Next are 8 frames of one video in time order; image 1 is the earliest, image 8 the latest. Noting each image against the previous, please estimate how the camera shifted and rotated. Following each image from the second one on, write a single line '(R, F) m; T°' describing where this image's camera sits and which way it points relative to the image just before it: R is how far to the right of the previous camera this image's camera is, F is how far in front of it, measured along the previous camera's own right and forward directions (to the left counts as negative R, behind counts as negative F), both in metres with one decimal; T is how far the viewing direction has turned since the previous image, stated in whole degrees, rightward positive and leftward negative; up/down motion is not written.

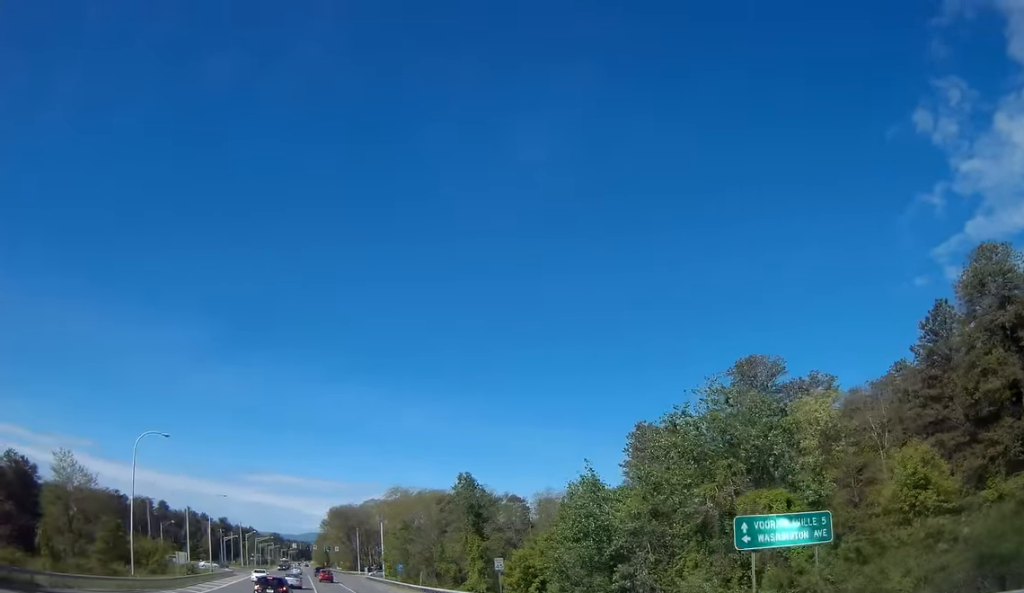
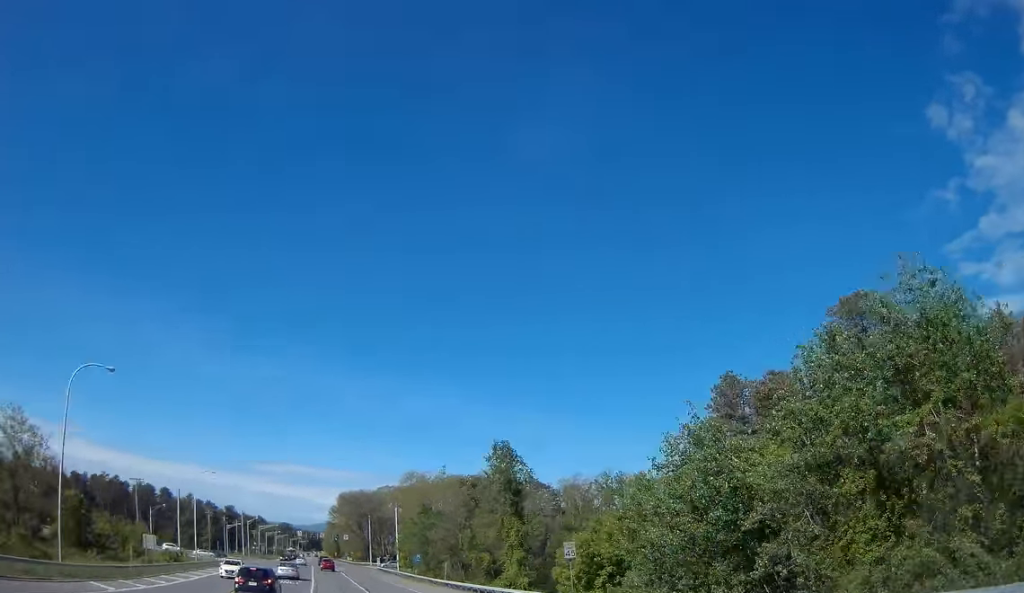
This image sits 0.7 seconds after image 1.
(+0.1, +12.8) m; 0°
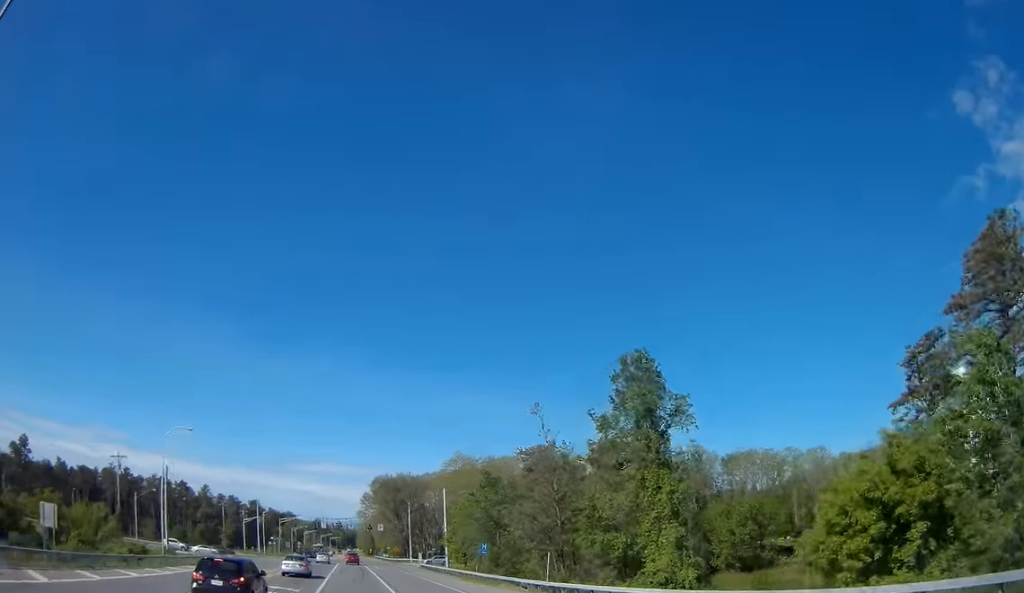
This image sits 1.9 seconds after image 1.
(-0.4, +22.5) m; -2°
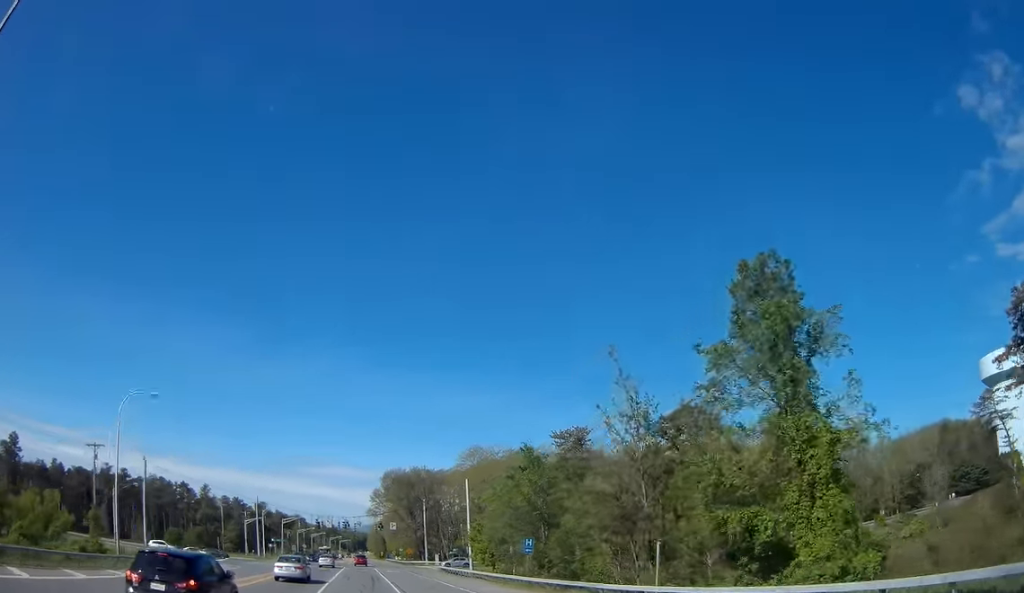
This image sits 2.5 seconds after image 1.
(0.0, +11.7) m; -2°
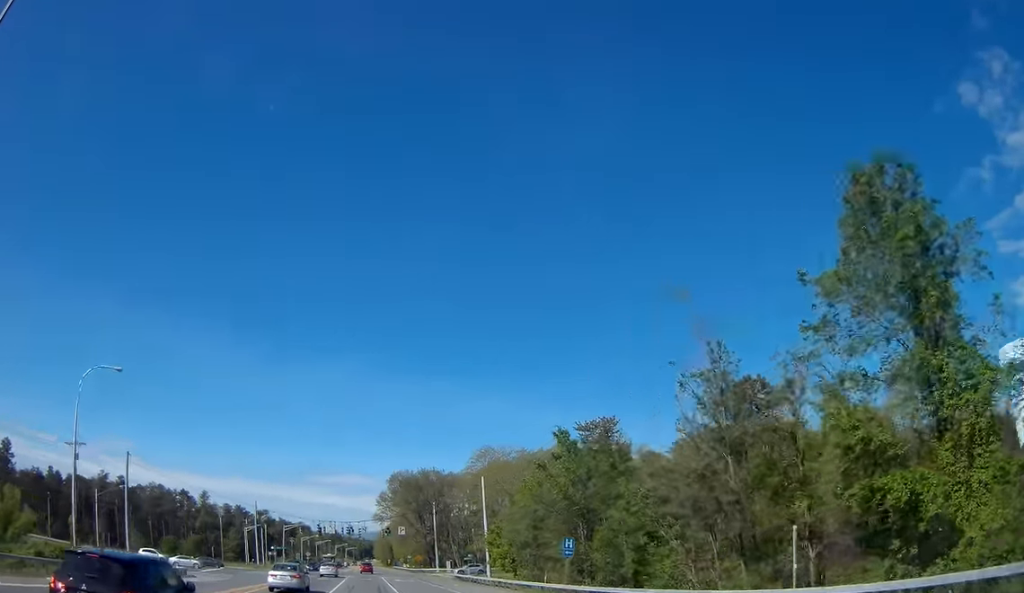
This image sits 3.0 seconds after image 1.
(-0.2, +7.1) m; -1°
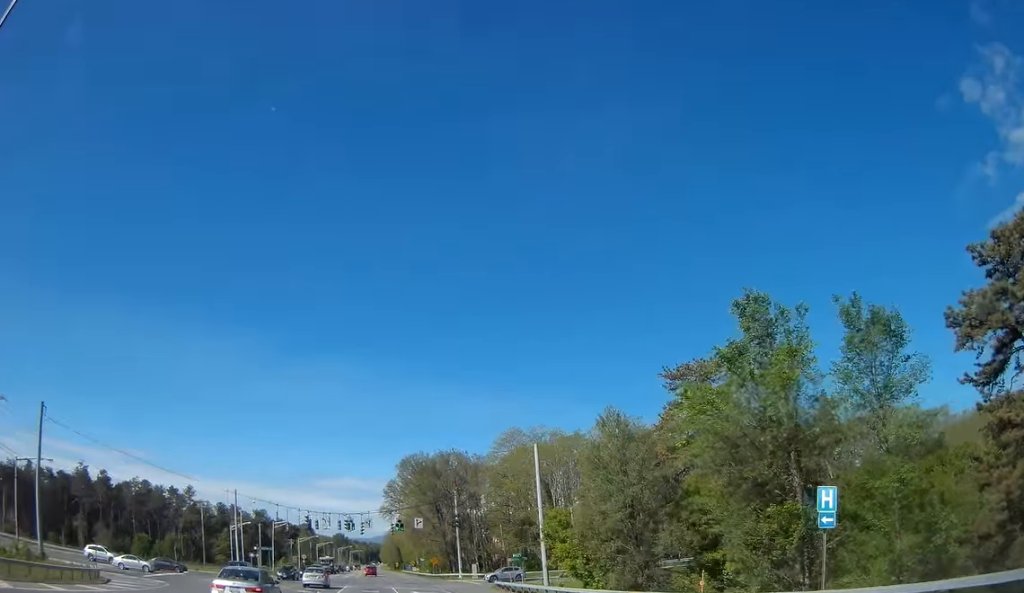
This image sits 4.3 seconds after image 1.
(-0.4, +20.9) m; -1°
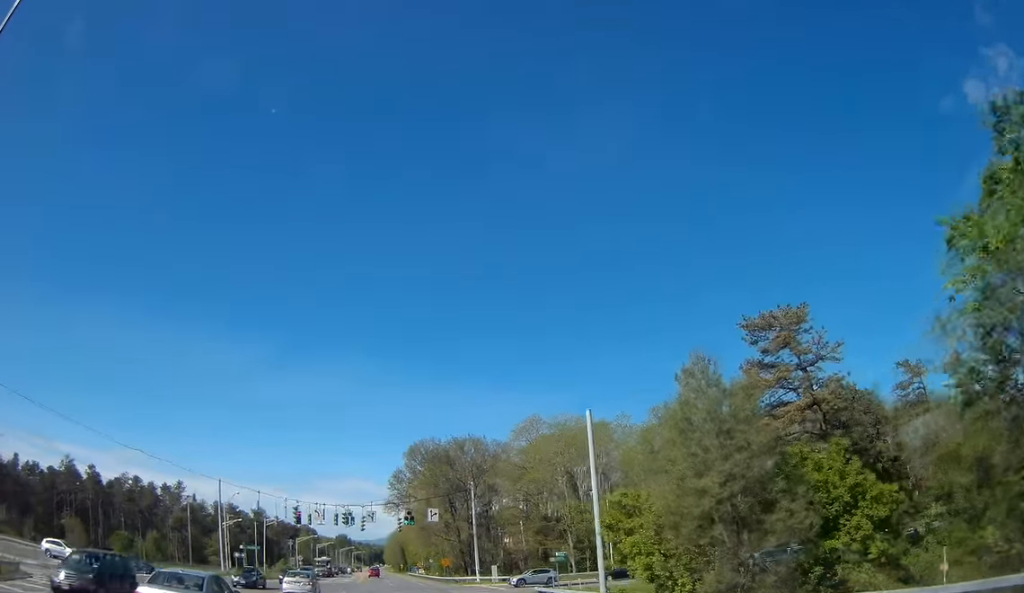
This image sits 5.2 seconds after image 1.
(0.0, +11.9) m; 0°
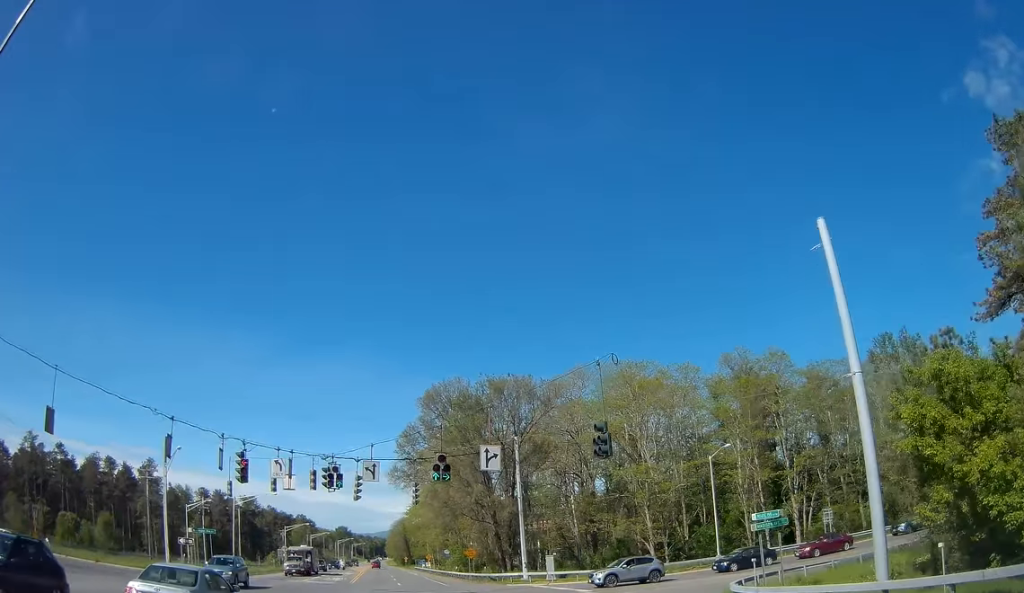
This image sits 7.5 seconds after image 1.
(-0.7, +25.4) m; -1°
